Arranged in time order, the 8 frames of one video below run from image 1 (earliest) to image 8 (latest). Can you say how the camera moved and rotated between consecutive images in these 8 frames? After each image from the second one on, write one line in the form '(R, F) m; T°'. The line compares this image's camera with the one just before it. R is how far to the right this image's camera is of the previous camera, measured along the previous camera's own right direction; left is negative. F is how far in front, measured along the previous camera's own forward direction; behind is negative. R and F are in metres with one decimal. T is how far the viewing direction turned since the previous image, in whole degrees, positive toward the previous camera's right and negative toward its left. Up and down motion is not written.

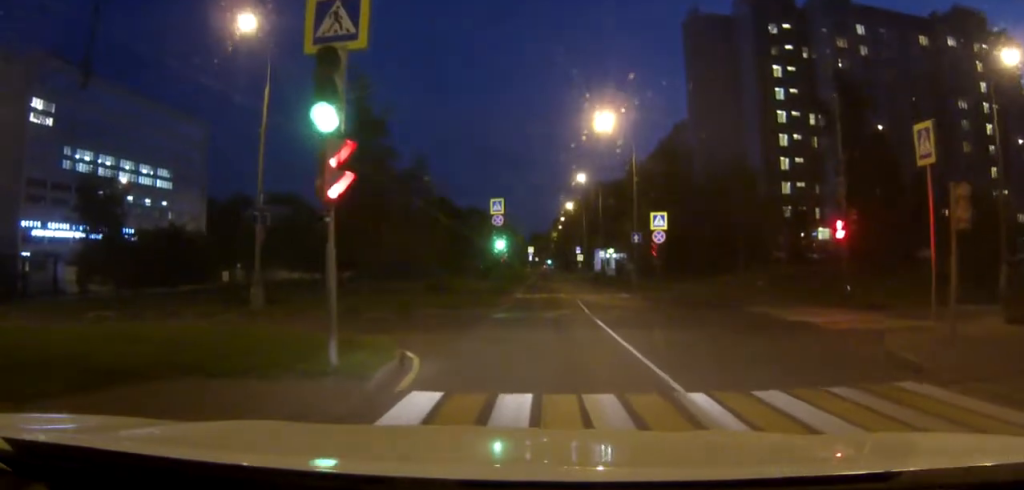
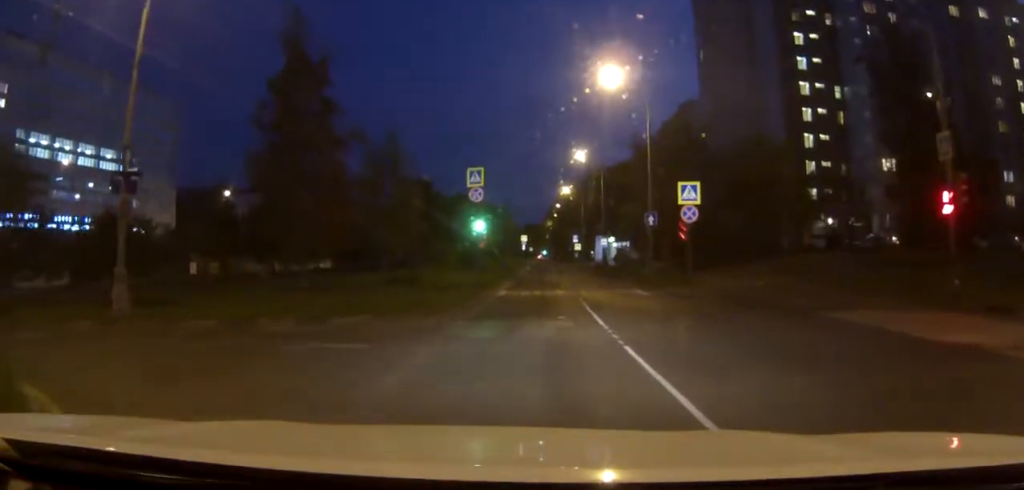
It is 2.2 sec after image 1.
(-0.3, +9.6) m; -2°
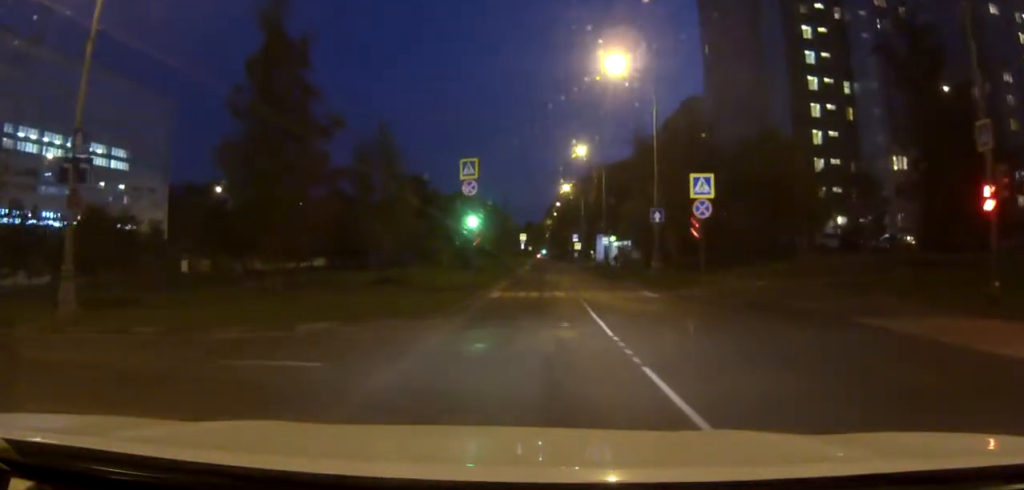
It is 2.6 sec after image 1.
(0.0, +2.8) m; +1°
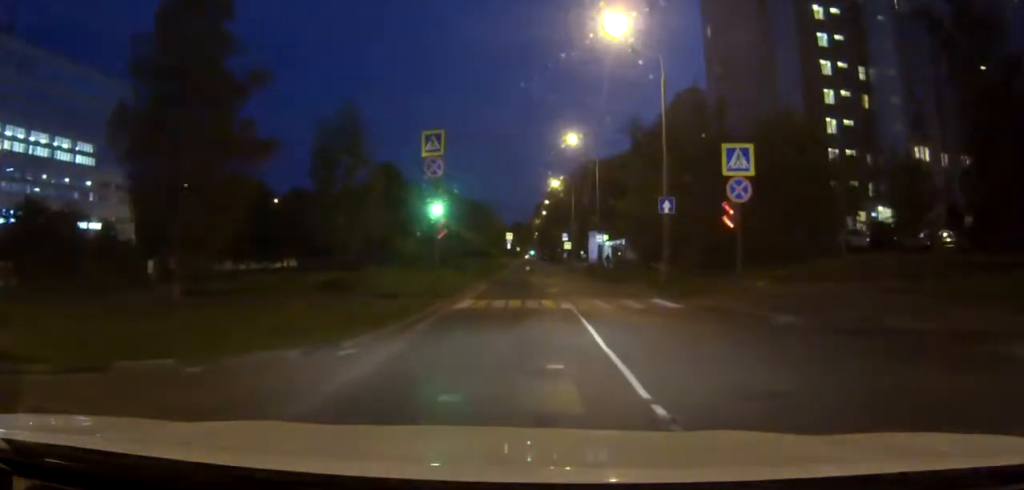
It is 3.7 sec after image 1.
(+0.1, +6.7) m; 0°
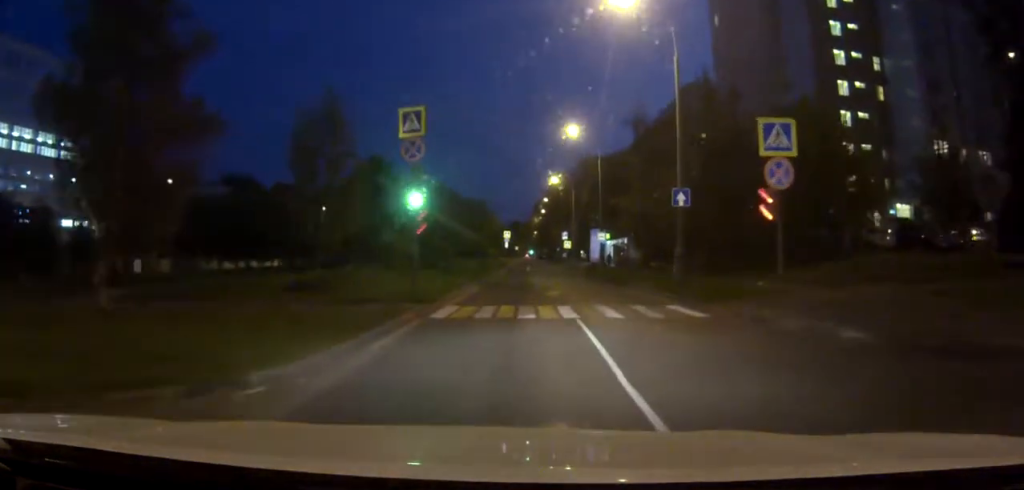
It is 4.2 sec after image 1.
(0.0, +3.8) m; 0°
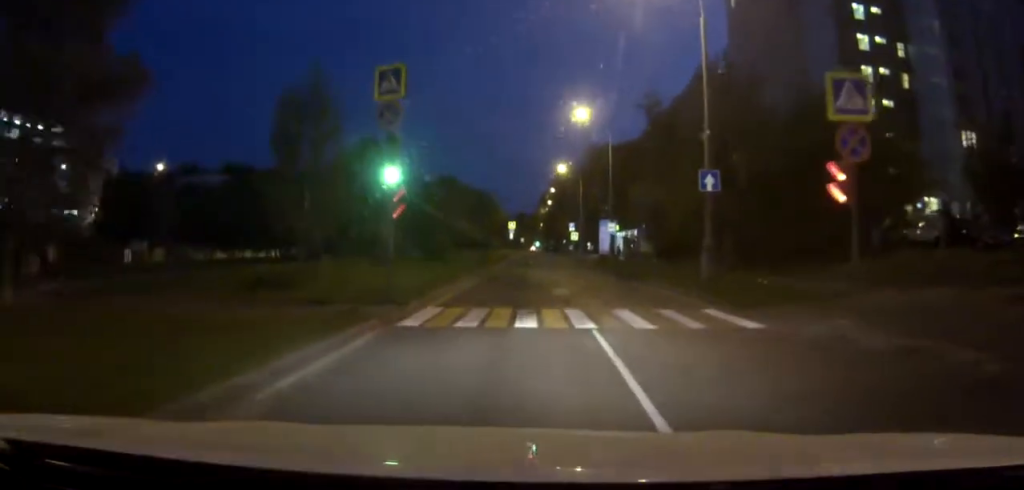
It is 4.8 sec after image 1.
(0.0, +4.2) m; -1°
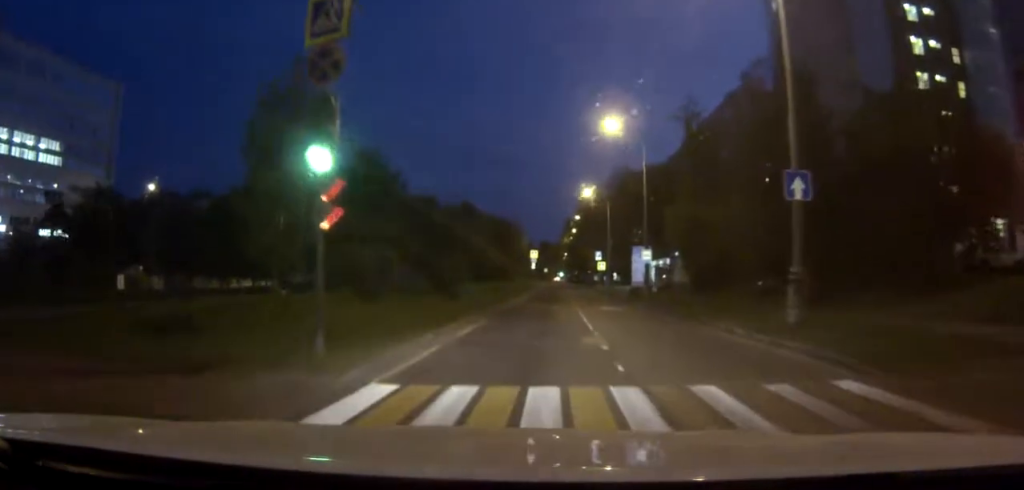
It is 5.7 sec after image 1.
(-0.1, +7.1) m; -2°
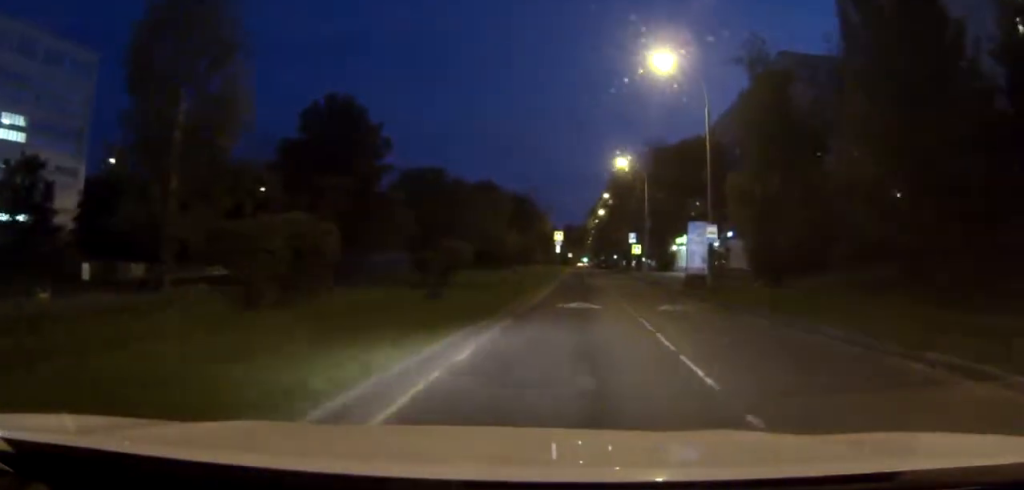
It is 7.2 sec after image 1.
(-0.3, +12.2) m; 0°
